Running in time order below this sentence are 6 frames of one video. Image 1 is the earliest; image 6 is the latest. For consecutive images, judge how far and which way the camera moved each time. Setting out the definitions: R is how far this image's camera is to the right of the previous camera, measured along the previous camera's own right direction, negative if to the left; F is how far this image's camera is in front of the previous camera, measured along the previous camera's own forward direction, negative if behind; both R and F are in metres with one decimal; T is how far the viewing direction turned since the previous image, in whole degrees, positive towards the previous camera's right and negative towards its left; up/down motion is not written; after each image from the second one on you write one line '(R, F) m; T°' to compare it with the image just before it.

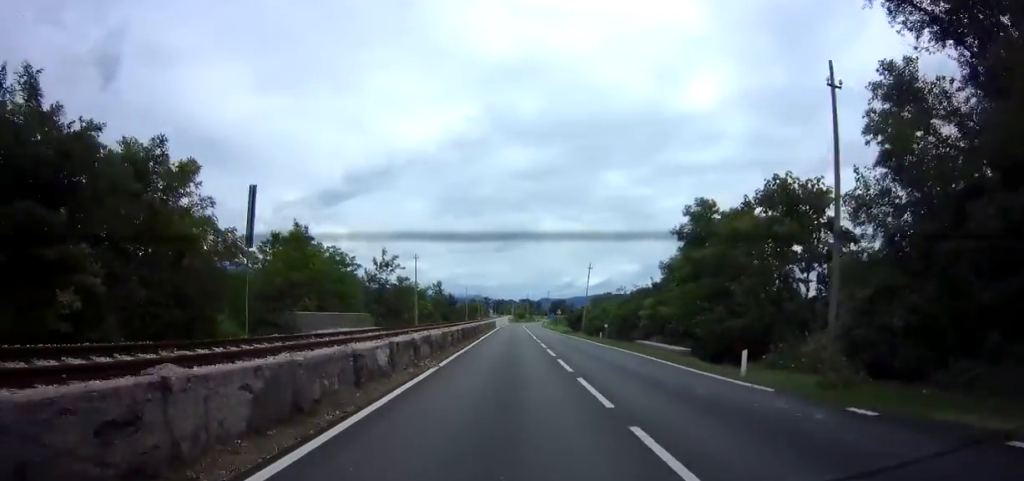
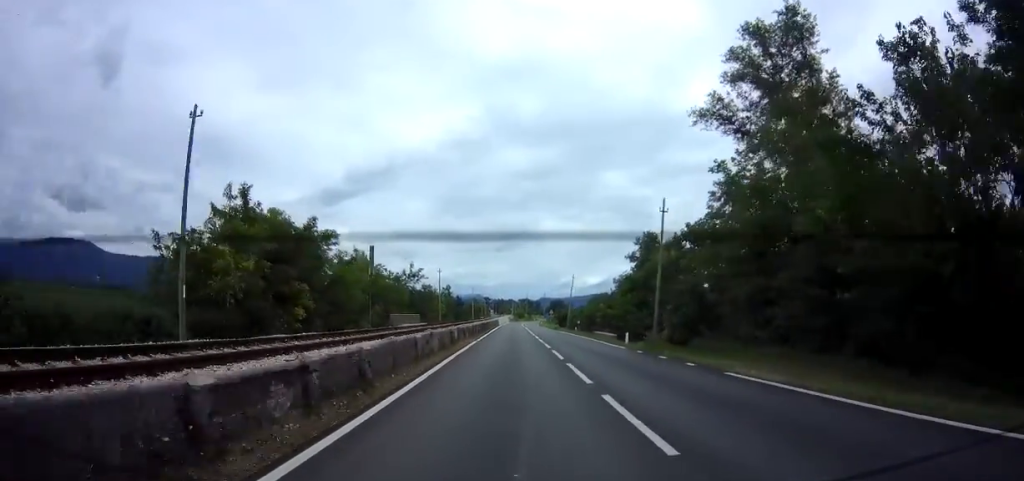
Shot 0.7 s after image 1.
(0.0, +15.2) m; 0°
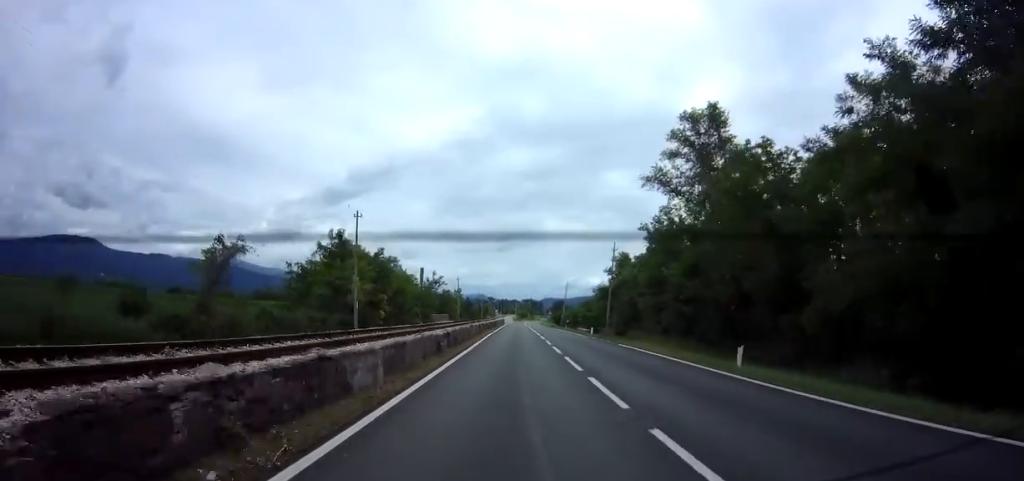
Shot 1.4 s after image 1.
(-0.2, +15.3) m; -1°
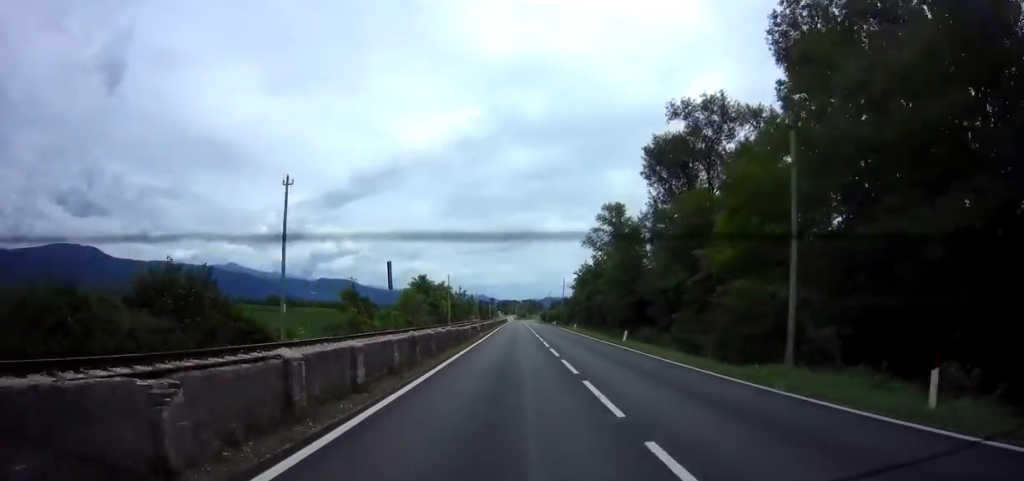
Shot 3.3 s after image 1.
(+0.8, +41.5) m; +1°
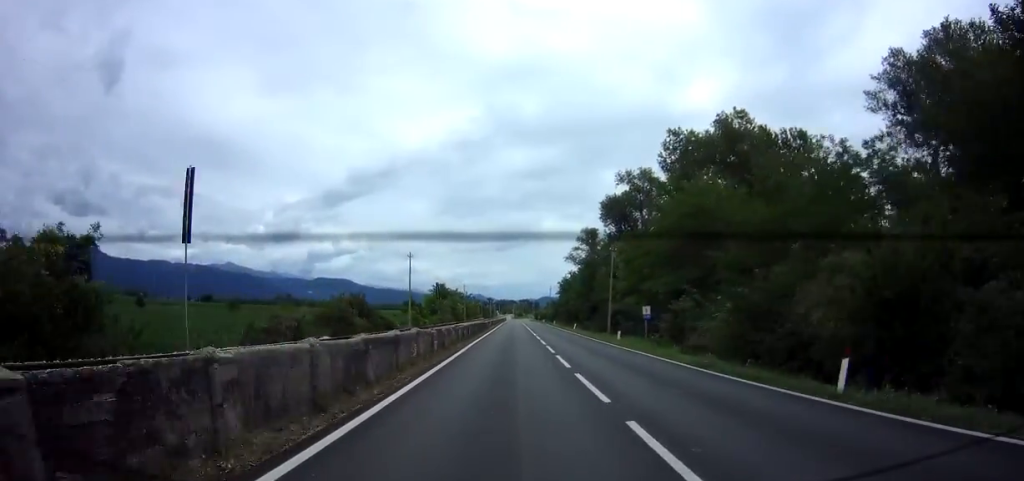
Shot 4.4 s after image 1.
(-0.4, +24.8) m; -1°
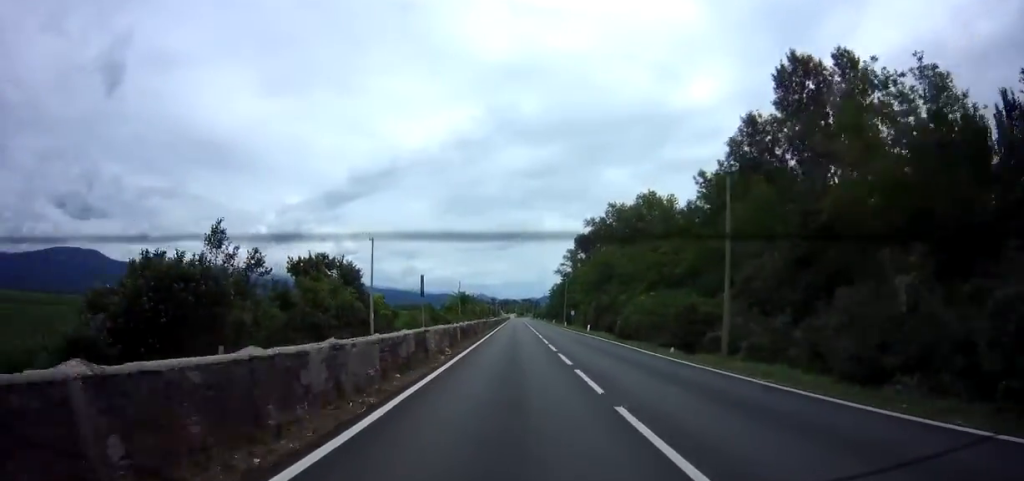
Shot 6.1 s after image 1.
(0.0, +37.4) m; +1°
